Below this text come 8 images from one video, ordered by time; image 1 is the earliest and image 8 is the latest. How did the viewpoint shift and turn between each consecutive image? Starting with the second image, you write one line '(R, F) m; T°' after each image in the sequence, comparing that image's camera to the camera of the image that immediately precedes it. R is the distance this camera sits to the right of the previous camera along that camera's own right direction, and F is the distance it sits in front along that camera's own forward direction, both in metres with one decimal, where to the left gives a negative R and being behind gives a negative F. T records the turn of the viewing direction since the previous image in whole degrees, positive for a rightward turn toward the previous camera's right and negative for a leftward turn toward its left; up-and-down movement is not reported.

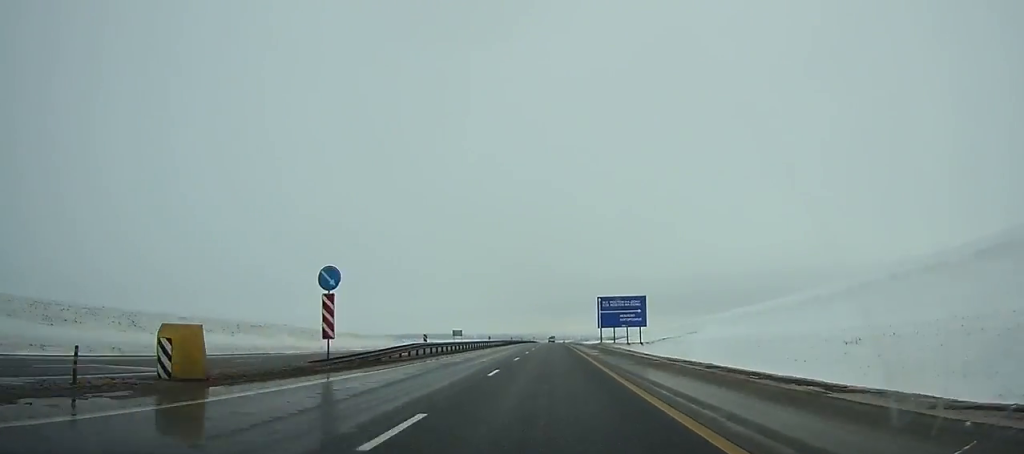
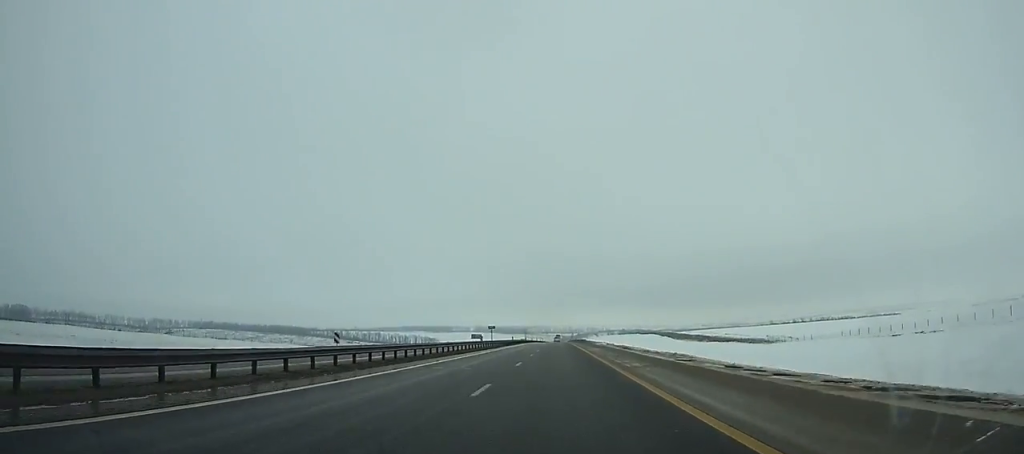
(-0.1, +172.6) m; 0°
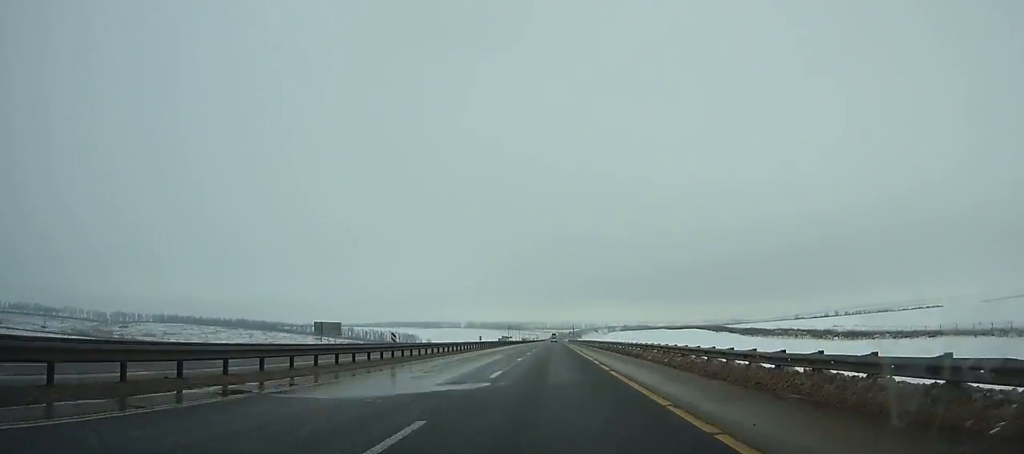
(0.0, +116.0) m; 0°
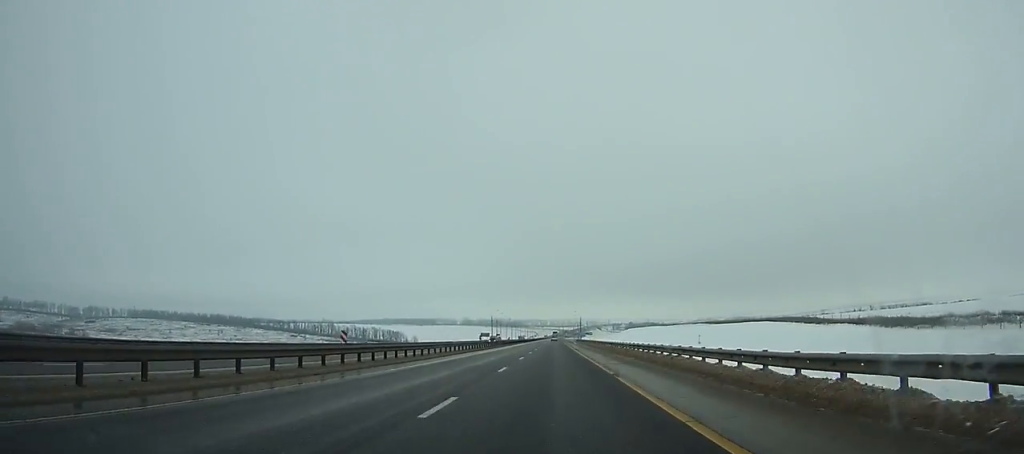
(-0.2, +82.0) m; 0°
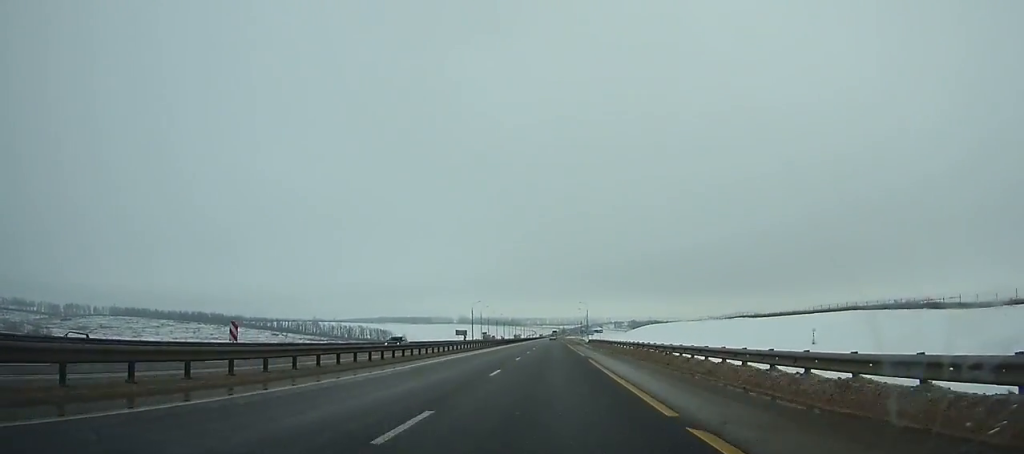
(+0.1, +51.2) m; 0°
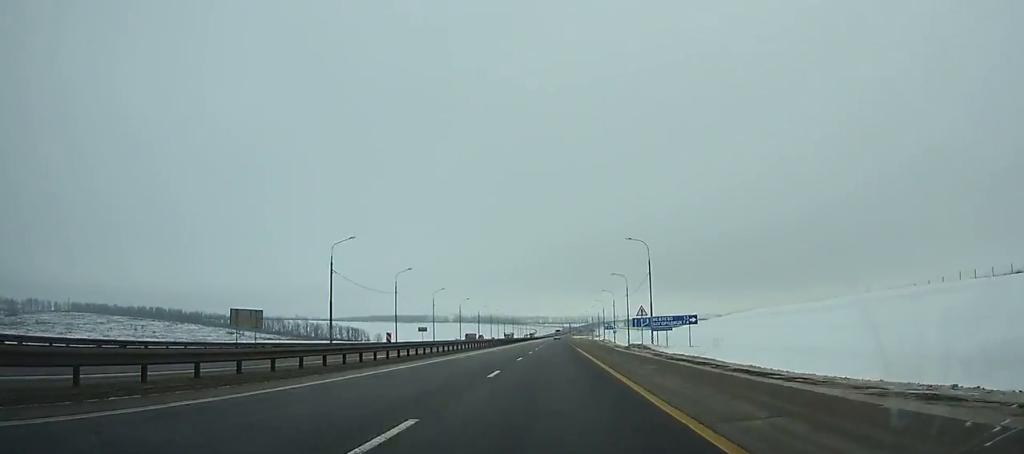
(-0.3, +108.7) m; 0°
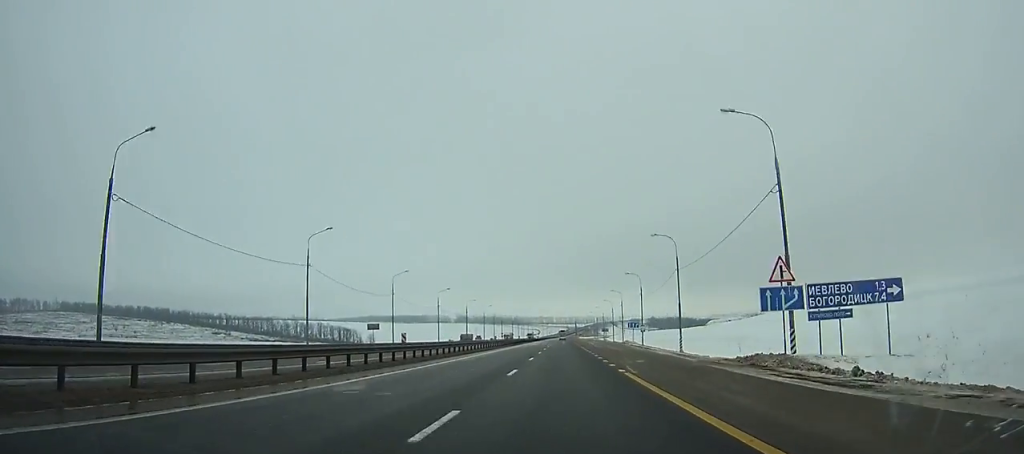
(+0.1, +34.5) m; 0°
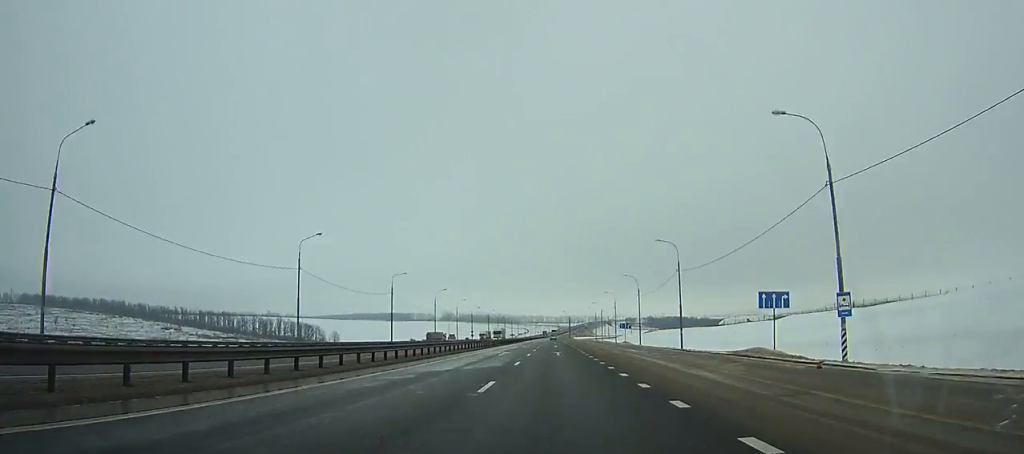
(+0.1, +66.2) m; 0°
